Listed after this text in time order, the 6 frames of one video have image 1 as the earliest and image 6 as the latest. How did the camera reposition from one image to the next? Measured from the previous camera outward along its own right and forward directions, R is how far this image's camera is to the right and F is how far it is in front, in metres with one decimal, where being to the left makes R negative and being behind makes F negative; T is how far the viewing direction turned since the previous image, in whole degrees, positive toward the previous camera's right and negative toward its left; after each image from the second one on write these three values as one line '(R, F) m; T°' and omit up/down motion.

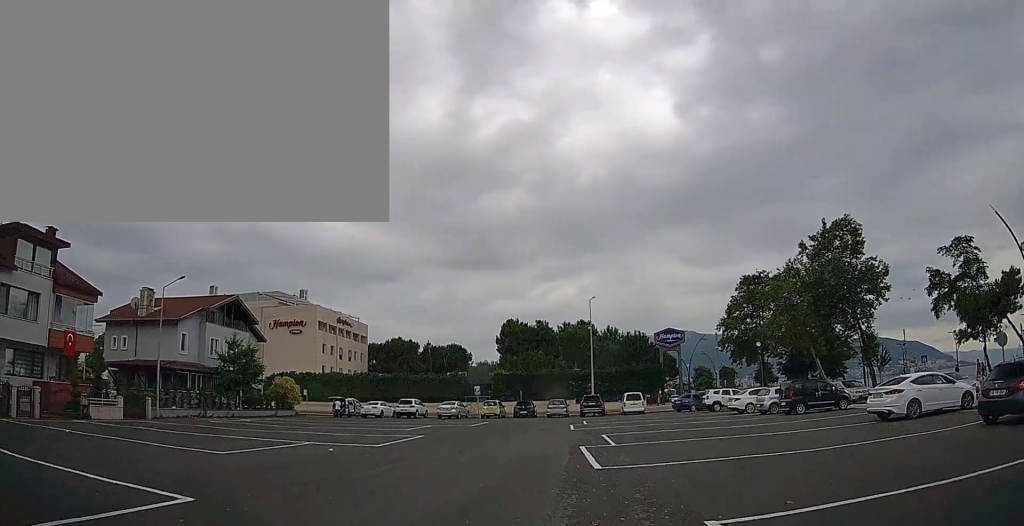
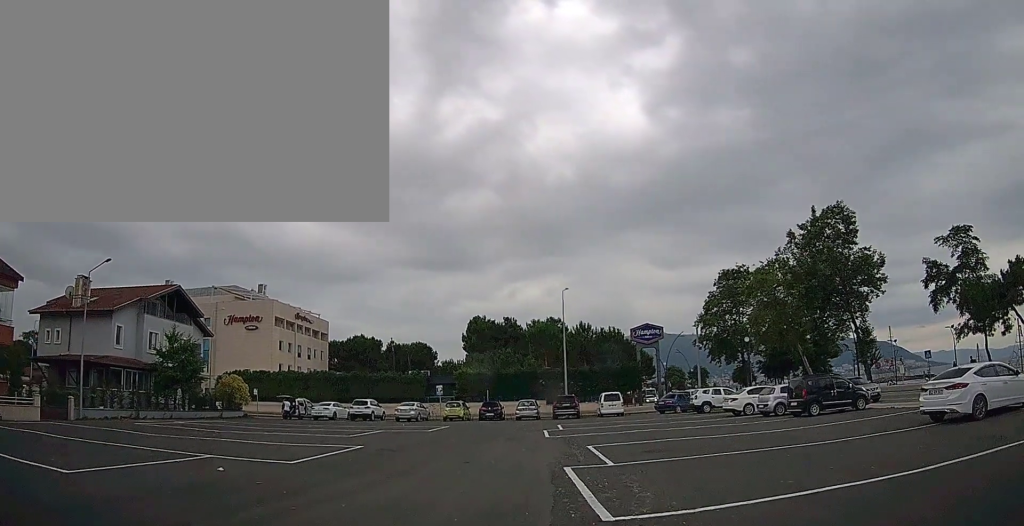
(+0.2, +4.7) m; +4°
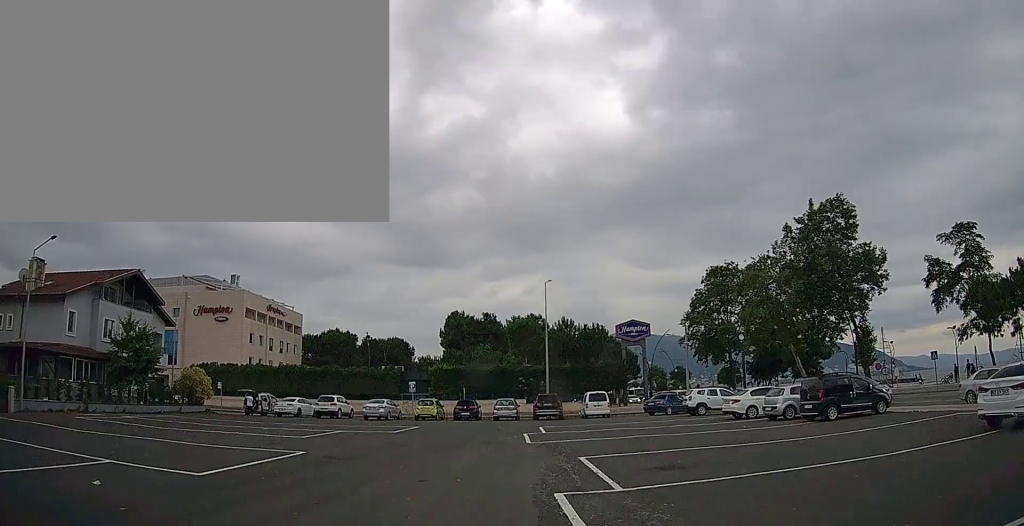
(+0.1, +3.7) m; +2°
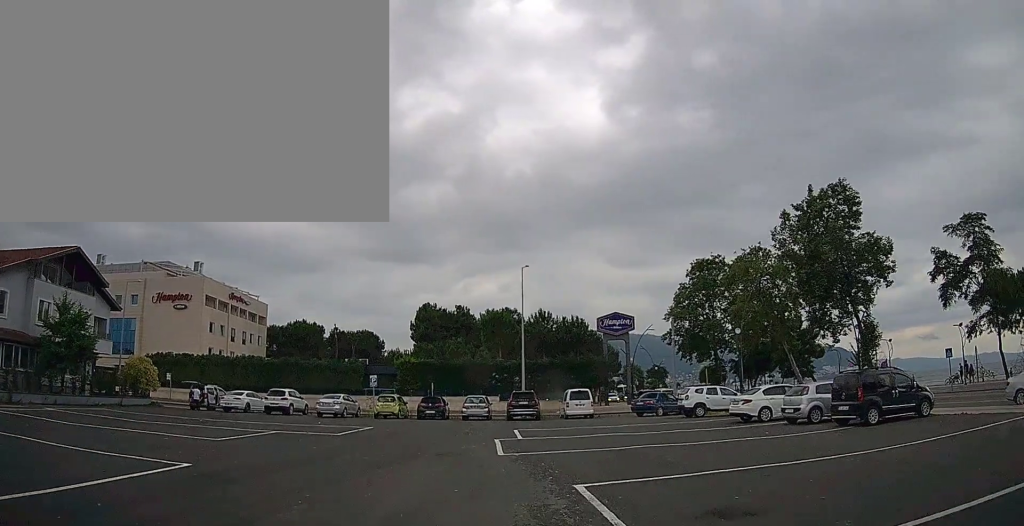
(+0.1, +4.7) m; +1°
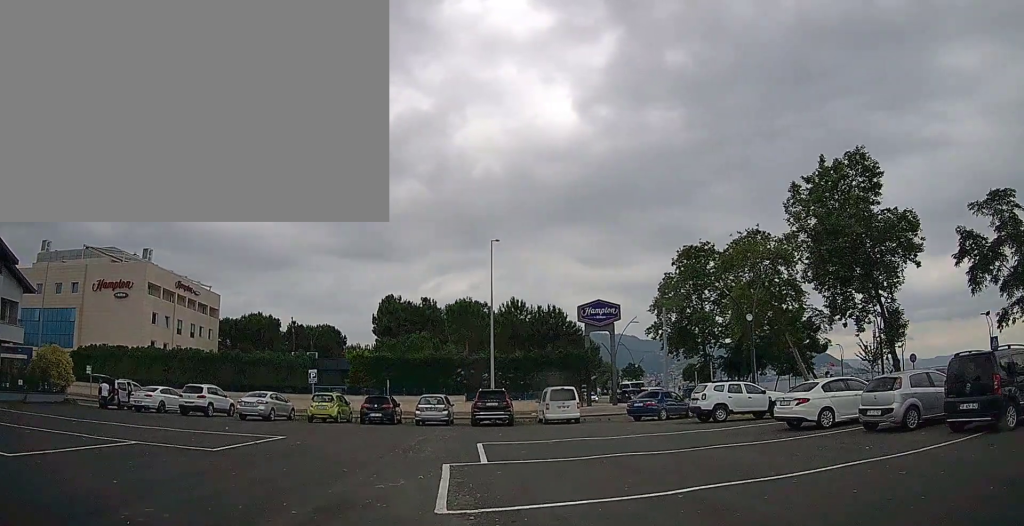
(0.0, +7.6) m; +1°
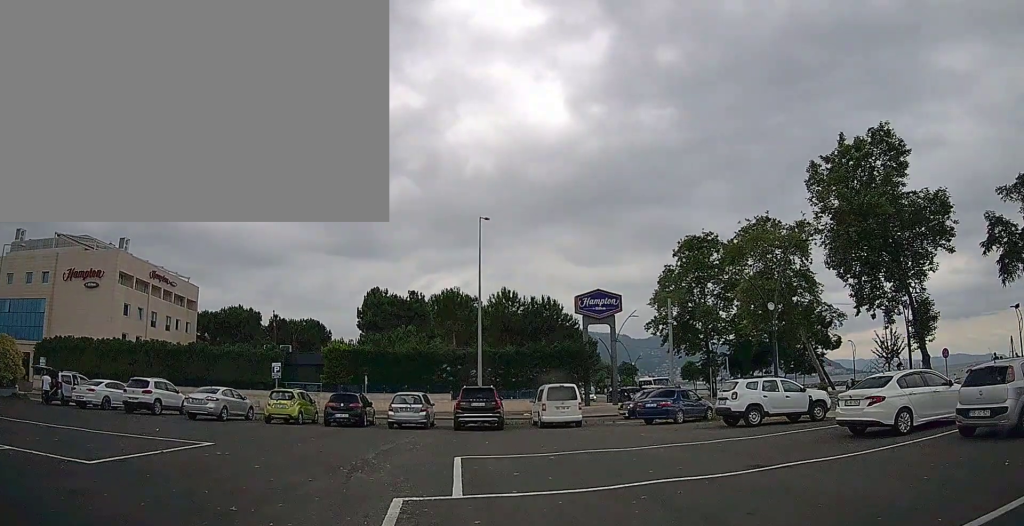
(+0.1, +4.3) m; +3°
